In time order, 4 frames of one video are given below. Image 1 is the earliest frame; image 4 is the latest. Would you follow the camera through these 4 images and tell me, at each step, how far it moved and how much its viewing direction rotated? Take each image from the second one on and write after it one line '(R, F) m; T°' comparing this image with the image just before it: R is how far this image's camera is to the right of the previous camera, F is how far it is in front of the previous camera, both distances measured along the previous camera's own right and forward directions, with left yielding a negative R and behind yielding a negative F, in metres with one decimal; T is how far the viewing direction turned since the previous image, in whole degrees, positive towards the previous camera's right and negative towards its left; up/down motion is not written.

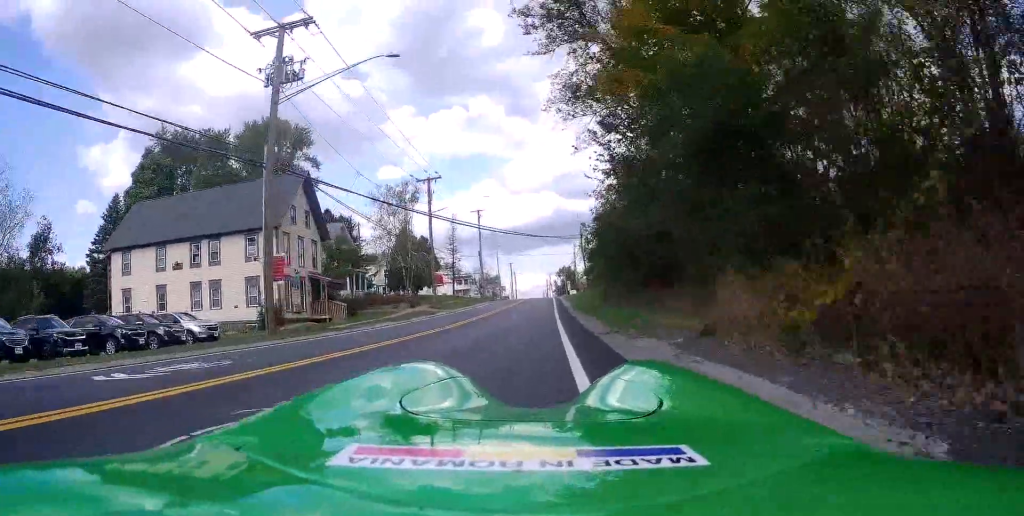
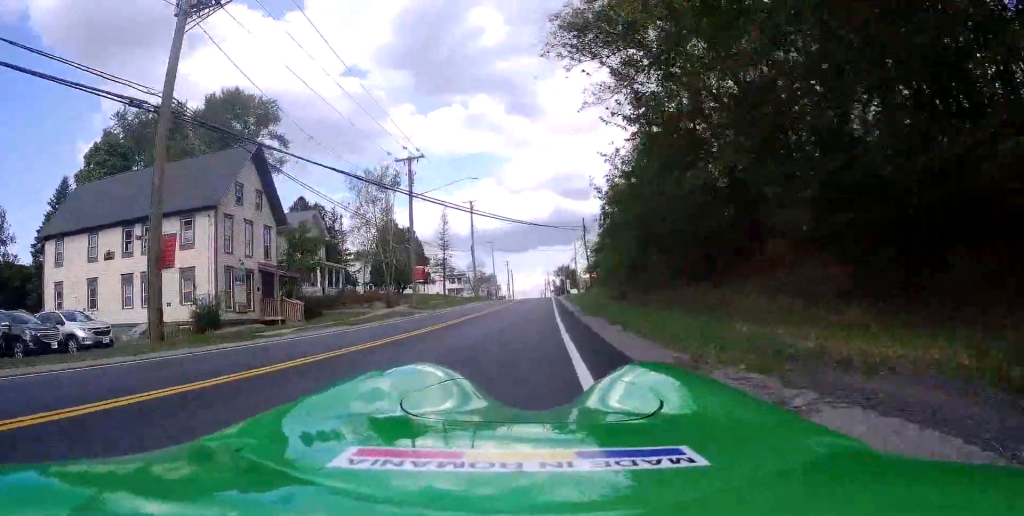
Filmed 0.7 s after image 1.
(-0.2, +7.6) m; -1°
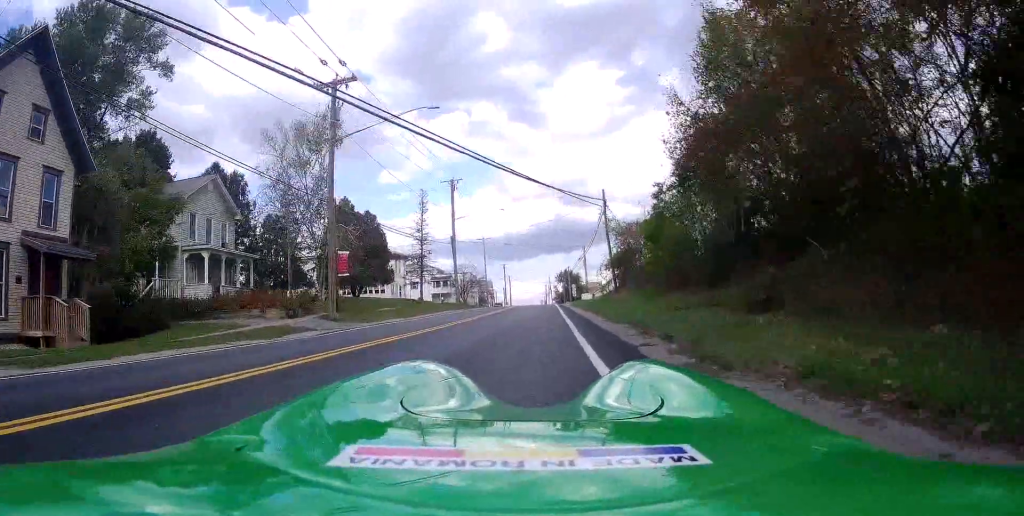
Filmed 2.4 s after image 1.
(-0.2, +19.1) m; 0°
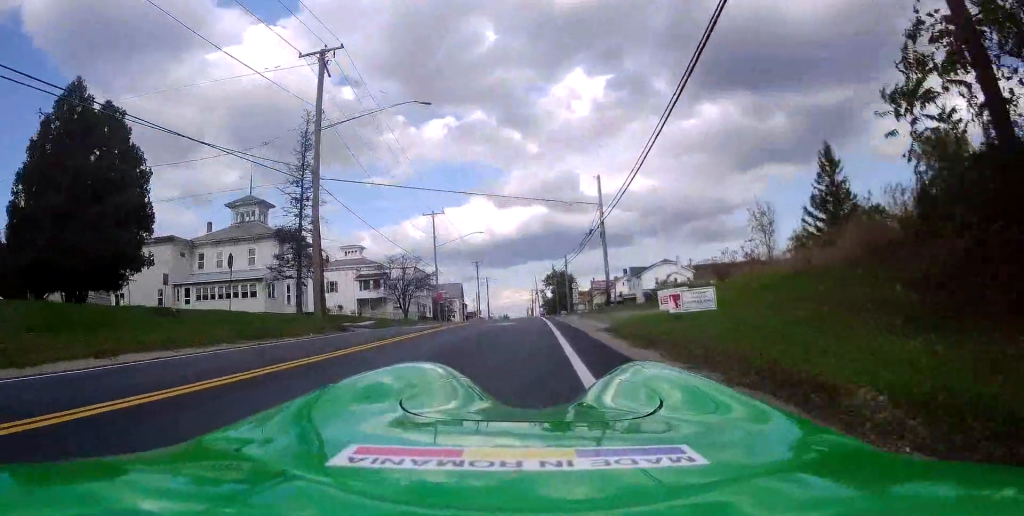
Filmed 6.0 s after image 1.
(+1.5, +38.1) m; +4°
